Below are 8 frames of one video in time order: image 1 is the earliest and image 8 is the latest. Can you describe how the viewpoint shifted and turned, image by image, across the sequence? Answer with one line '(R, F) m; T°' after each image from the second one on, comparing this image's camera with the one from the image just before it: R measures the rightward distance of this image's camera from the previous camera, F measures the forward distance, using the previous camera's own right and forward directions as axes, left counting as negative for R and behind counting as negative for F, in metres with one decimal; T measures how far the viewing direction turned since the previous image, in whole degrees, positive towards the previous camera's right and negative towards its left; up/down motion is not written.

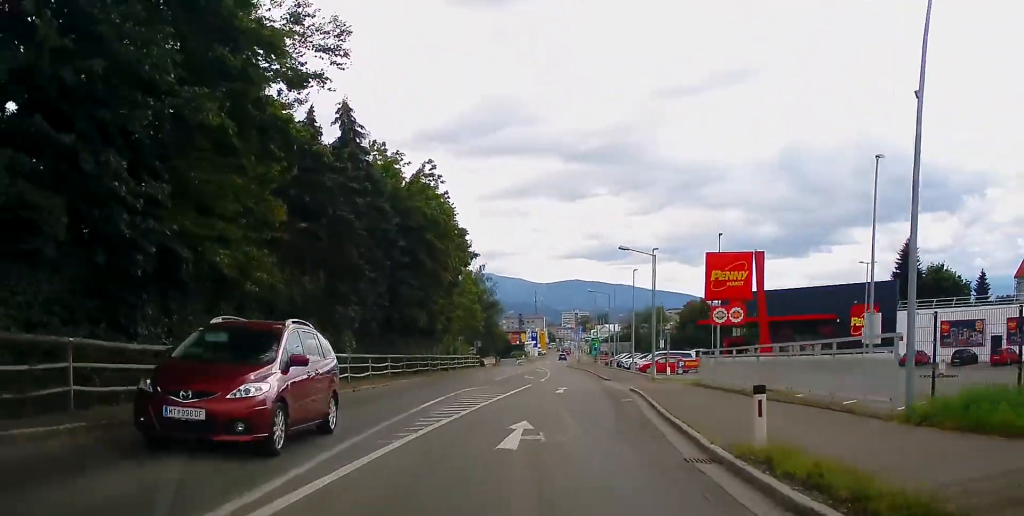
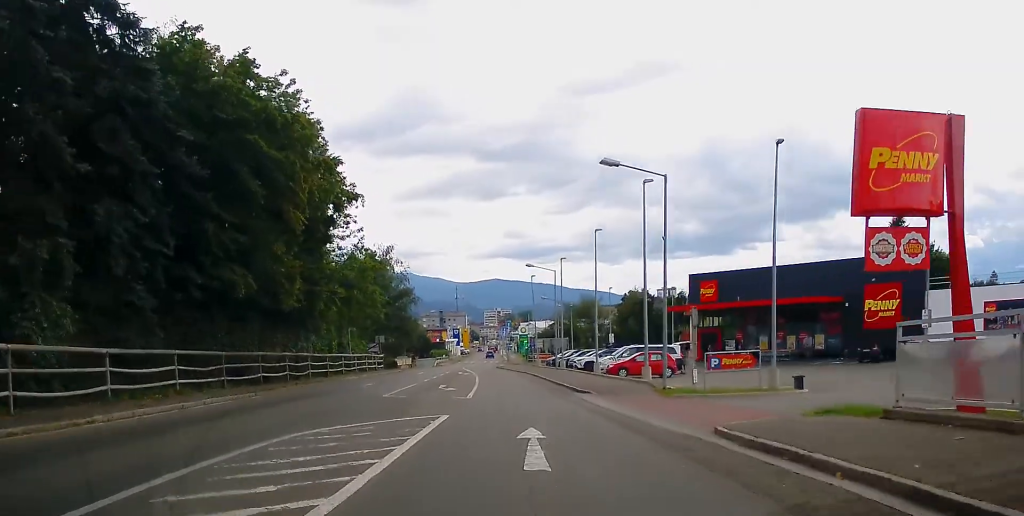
(+1.1, +19.4) m; +4°
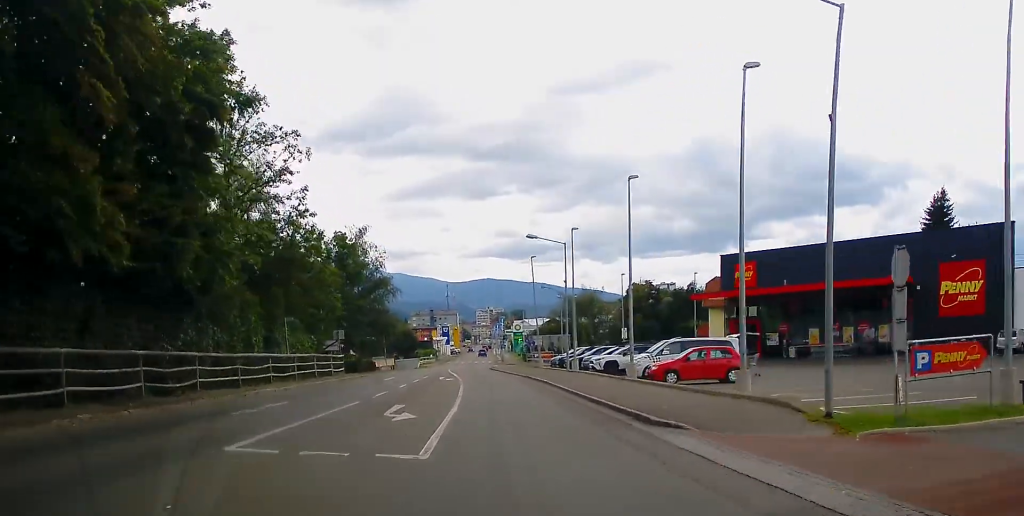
(+0.1, +13.4) m; -1°
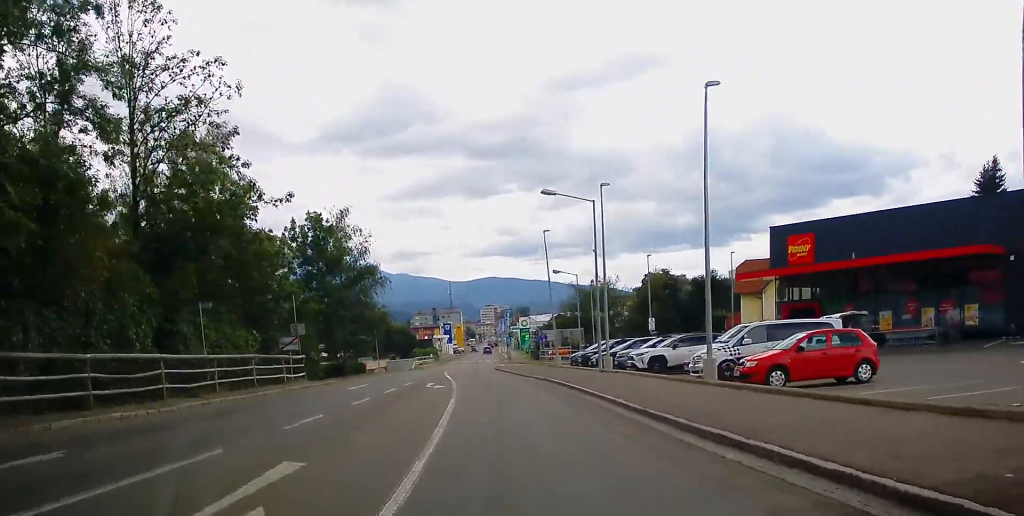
(-0.2, +11.0) m; -1°
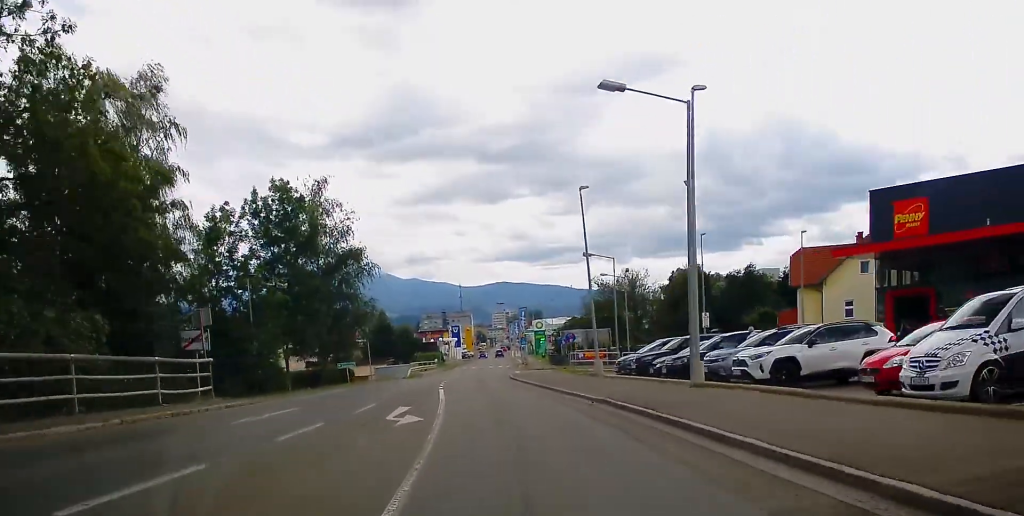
(0.0, +13.4) m; 0°
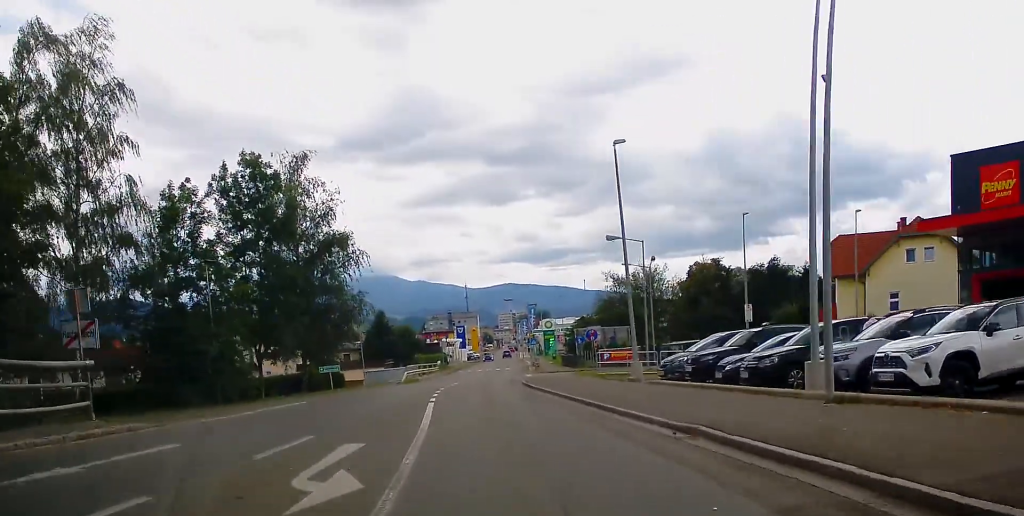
(0.0, +7.5) m; -1°
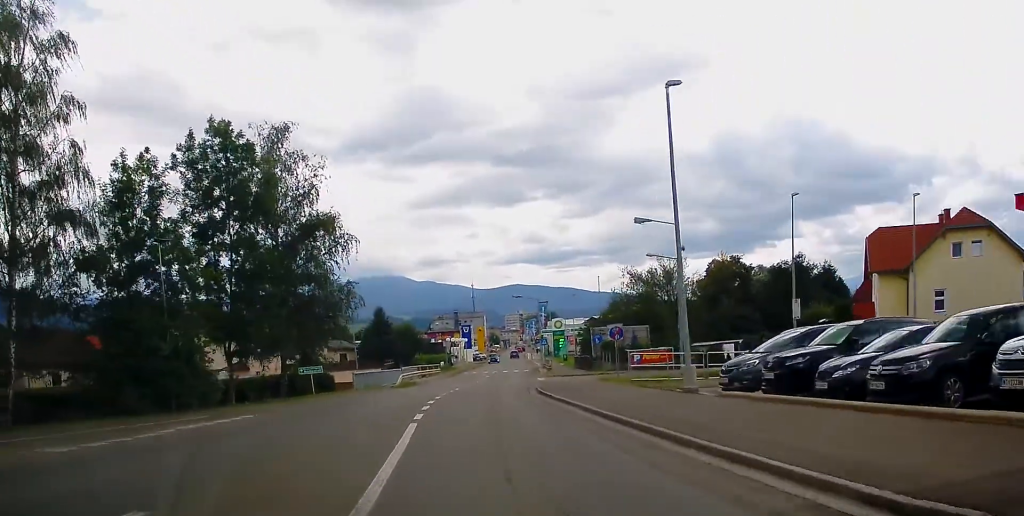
(-0.1, +6.1) m; -1°
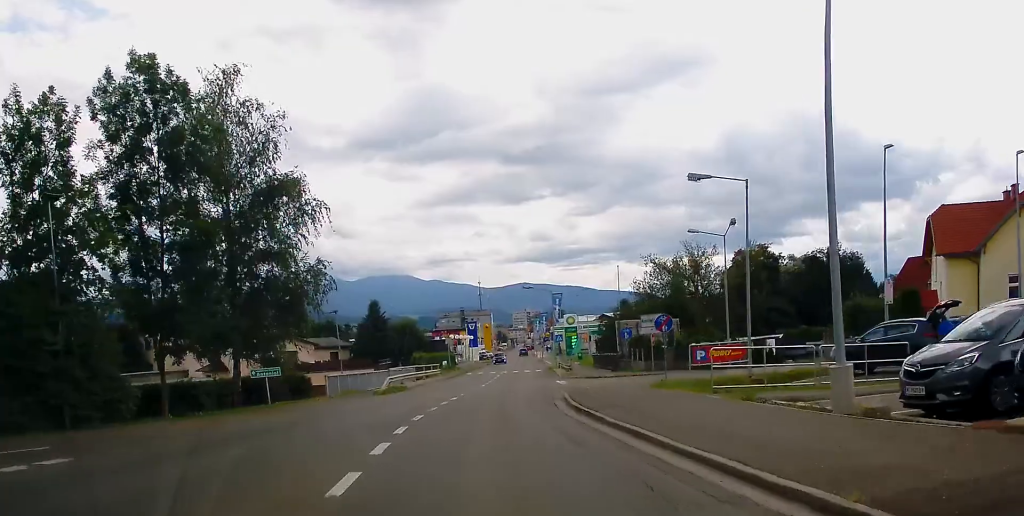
(-0.1, +8.7) m; -1°
